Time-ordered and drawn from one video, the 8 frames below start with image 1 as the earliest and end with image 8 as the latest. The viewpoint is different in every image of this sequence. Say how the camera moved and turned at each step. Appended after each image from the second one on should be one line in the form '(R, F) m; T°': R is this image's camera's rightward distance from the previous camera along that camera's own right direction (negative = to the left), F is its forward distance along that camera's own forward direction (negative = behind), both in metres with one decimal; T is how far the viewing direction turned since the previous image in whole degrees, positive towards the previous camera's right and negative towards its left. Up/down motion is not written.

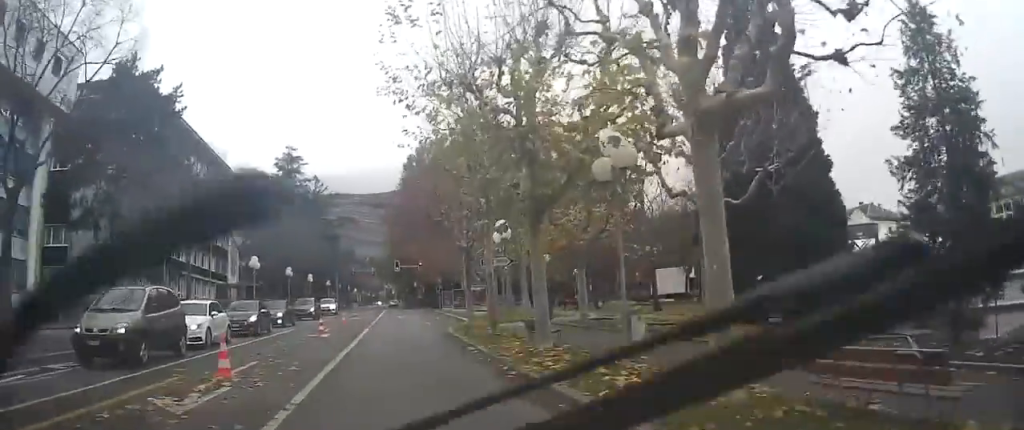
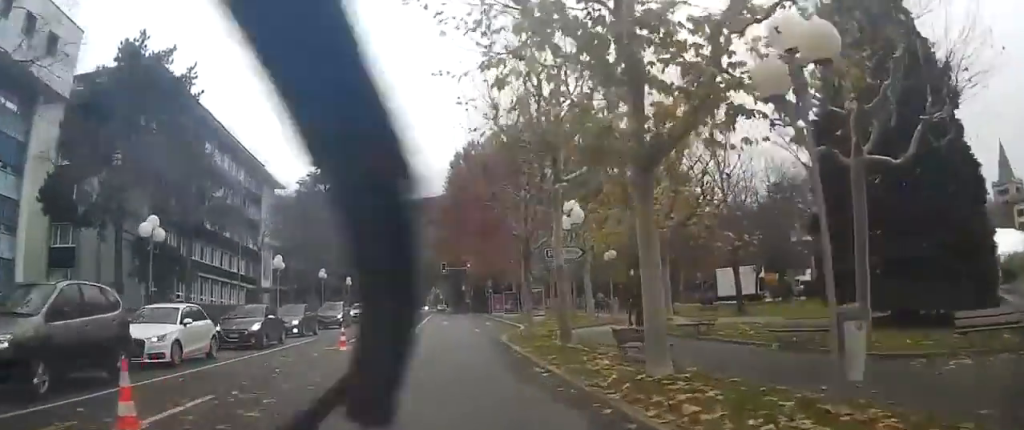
(-0.3, +5.2) m; -3°
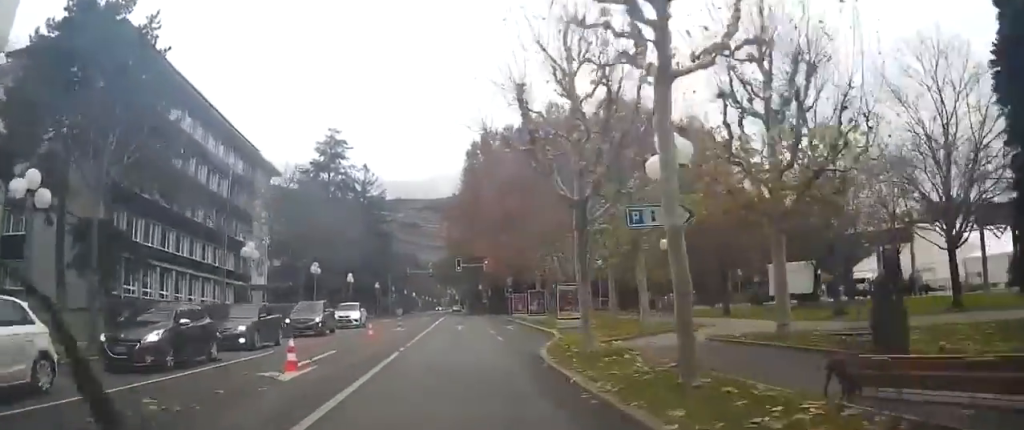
(-0.3, +7.9) m; -3°
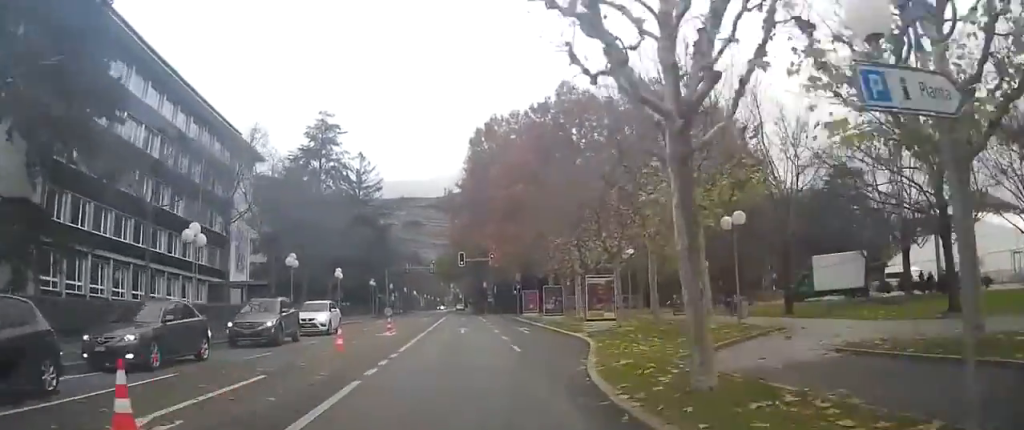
(0.0, +7.1) m; -2°
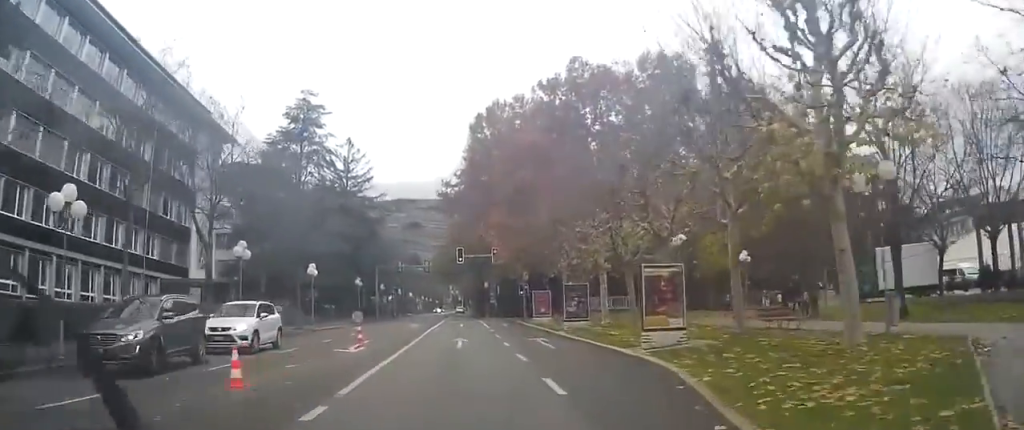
(-0.3, +8.8) m; -1°
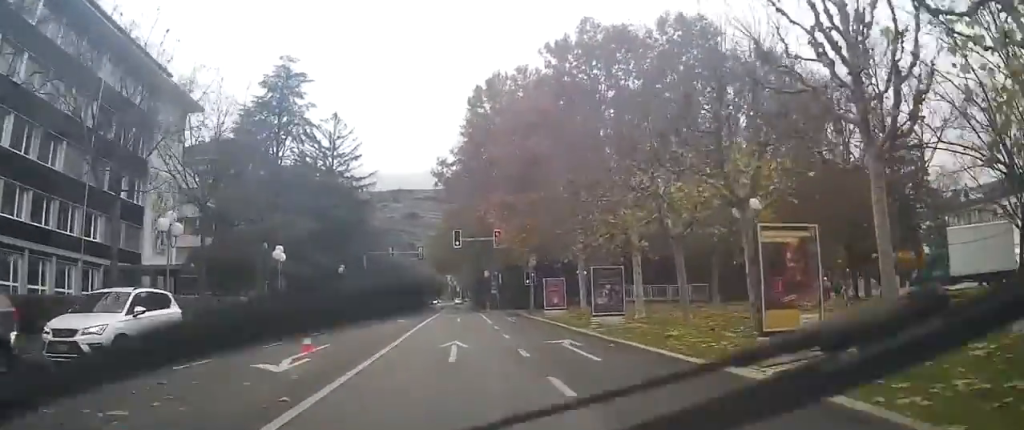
(+0.1, +7.5) m; +2°
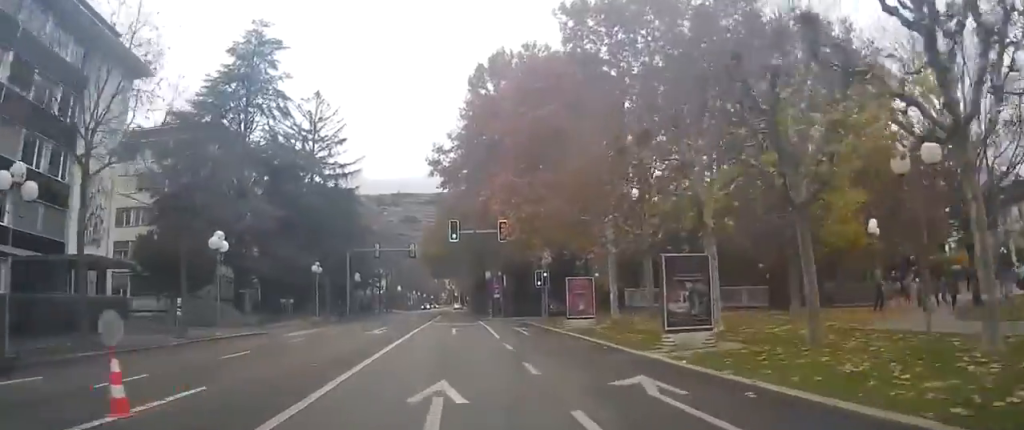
(+0.2, +9.0) m; +2°
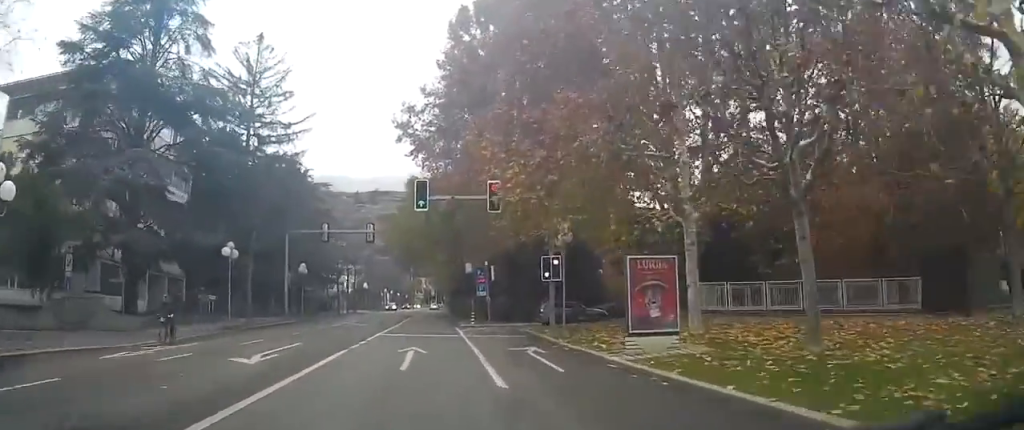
(+0.2, +13.6) m; +2°
